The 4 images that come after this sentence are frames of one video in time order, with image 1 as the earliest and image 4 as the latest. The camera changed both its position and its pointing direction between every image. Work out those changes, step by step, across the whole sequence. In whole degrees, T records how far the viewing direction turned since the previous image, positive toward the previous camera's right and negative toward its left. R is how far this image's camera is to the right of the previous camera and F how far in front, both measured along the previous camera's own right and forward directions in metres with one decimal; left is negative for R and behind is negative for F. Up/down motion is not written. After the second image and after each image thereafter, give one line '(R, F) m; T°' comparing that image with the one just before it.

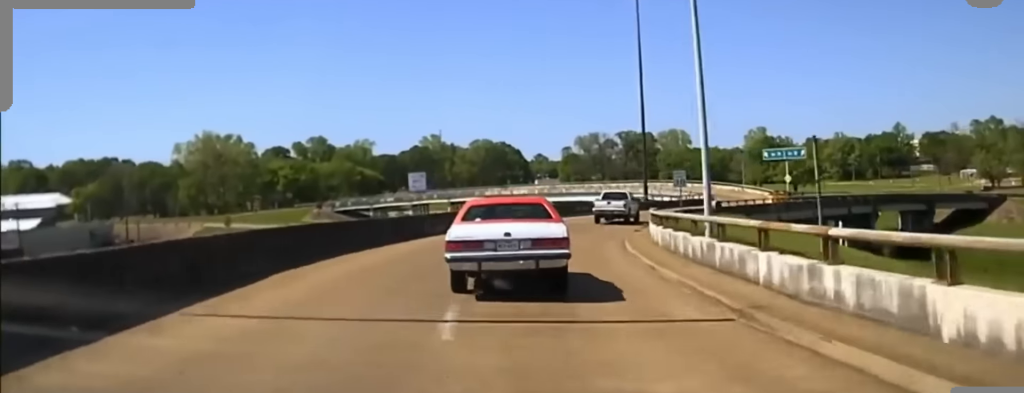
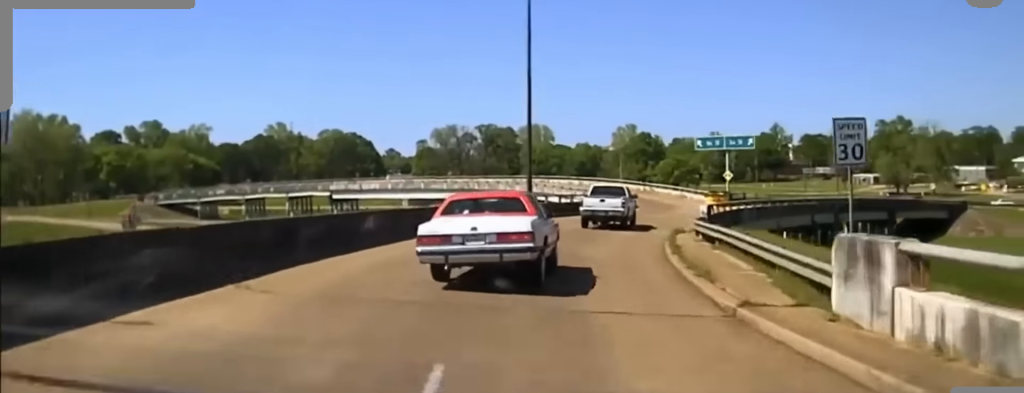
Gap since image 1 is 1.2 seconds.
(+0.7, +22.5) m; +4°
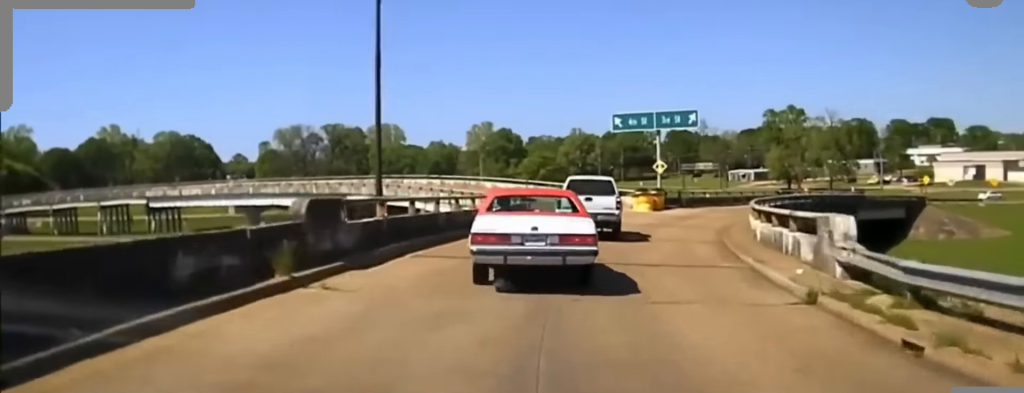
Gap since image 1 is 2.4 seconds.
(+0.6, +16.5) m; +4°
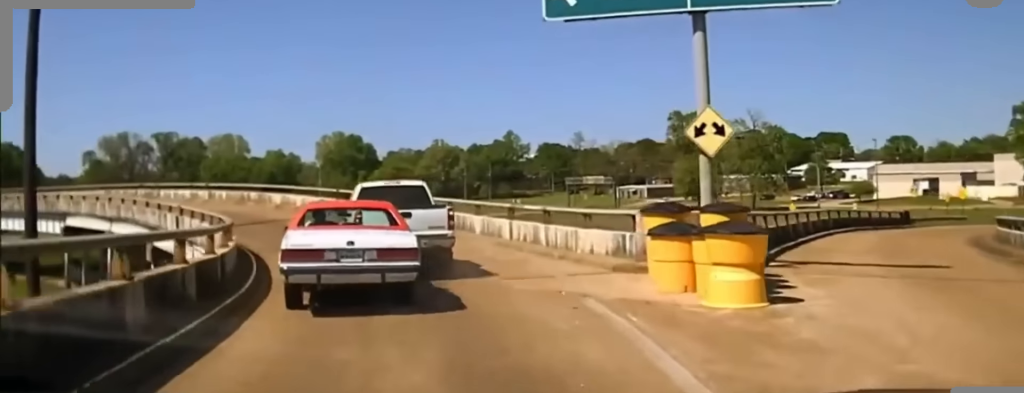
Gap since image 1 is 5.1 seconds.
(+9.0, +42.5) m; +17°
